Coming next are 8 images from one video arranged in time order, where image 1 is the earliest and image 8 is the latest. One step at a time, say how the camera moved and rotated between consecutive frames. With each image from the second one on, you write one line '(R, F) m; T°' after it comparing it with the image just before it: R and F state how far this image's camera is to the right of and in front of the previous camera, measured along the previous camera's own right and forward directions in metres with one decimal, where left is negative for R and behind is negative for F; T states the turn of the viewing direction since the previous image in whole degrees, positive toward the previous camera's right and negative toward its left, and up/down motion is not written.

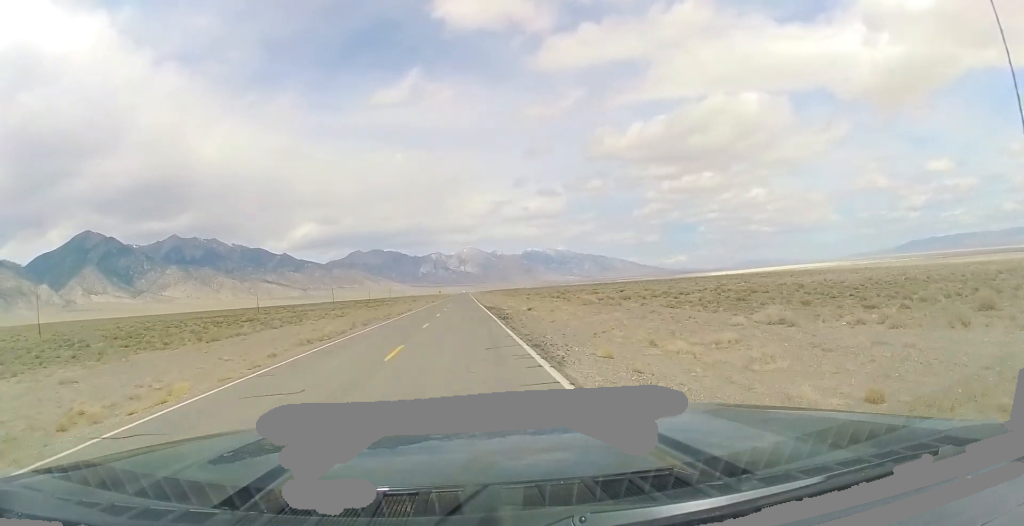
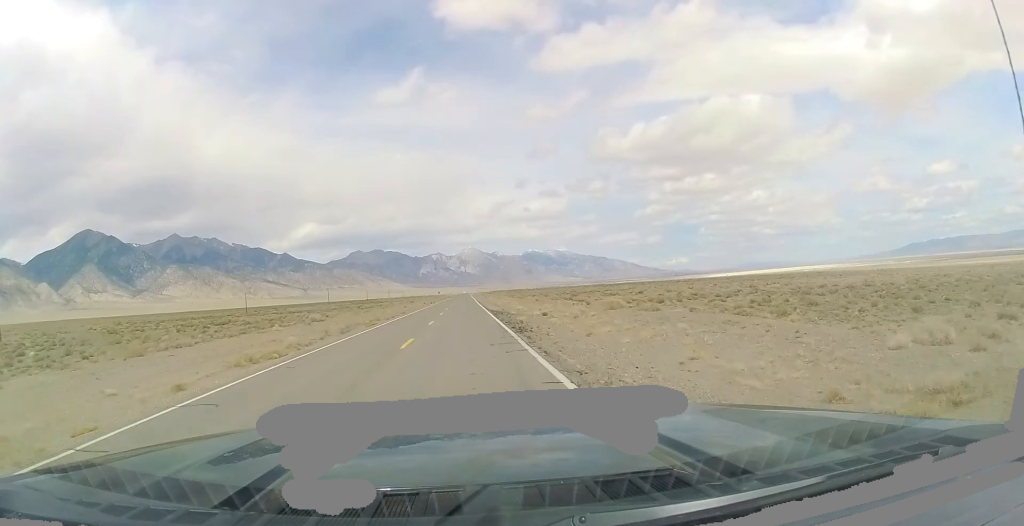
(0.0, +9.1) m; 0°
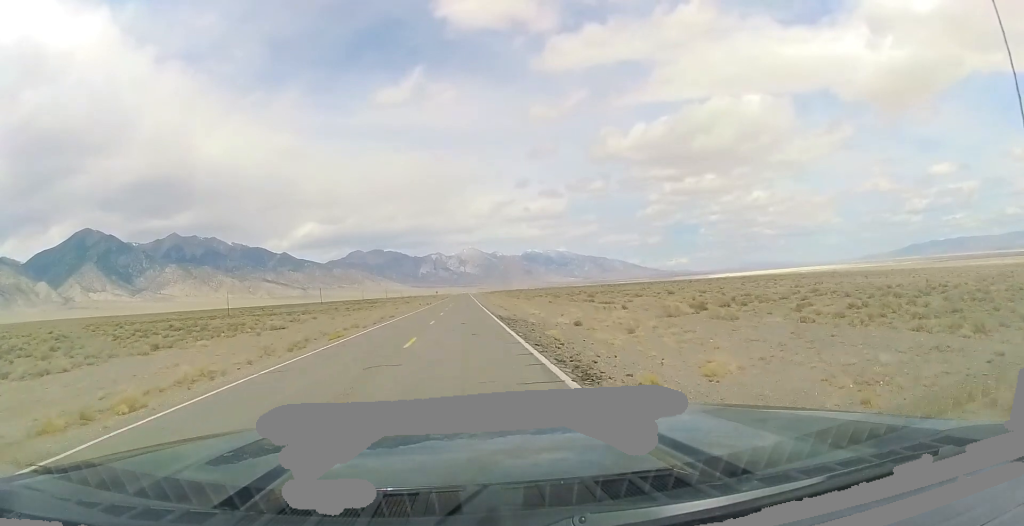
(-0.1, +11.8) m; 0°
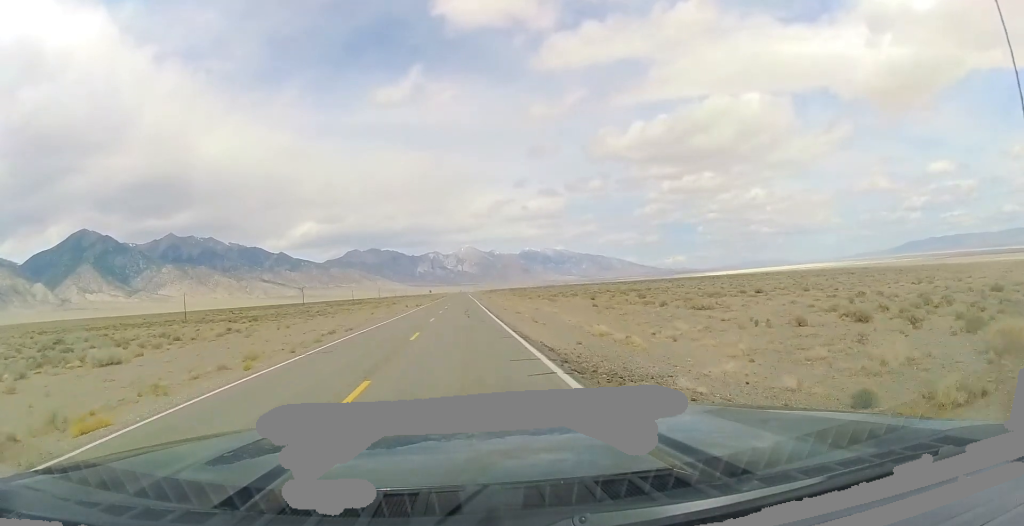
(-0.1, +22.1) m; 0°
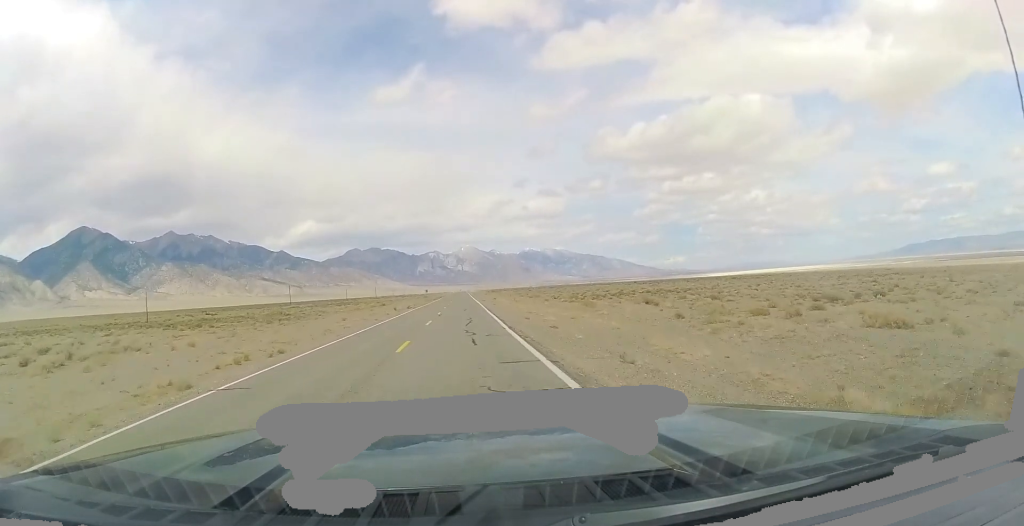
(+0.1, +16.2) m; +1°
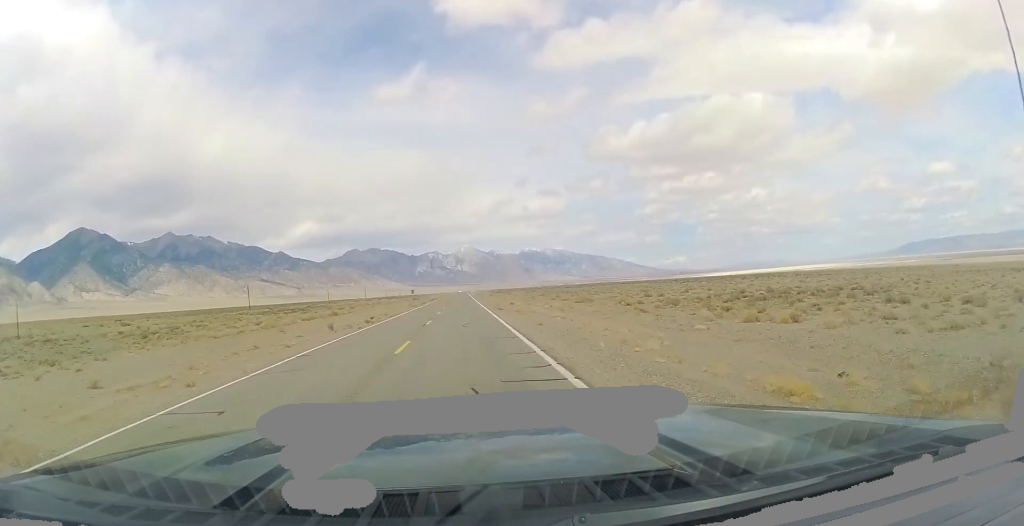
(+0.2, +37.4) m; 0°
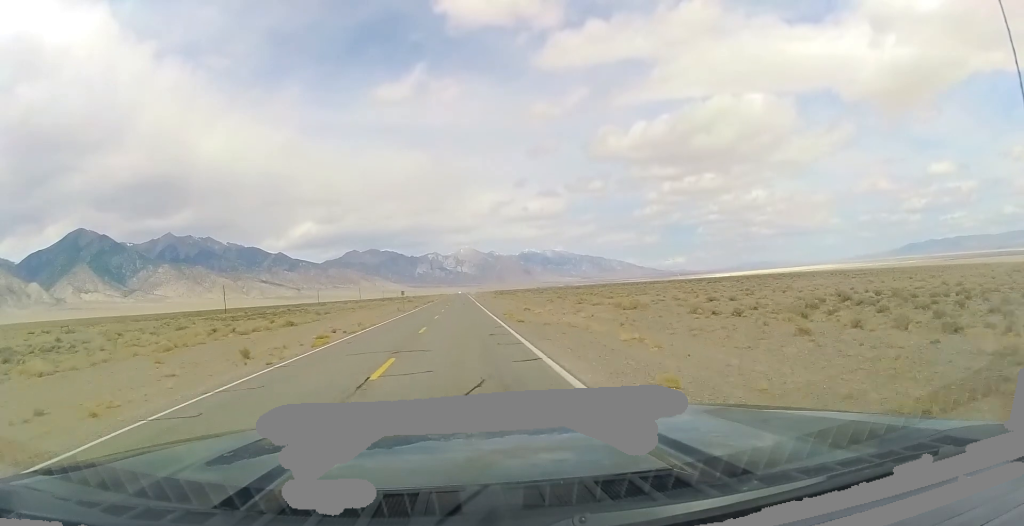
(-0.1, +16.3) m; 0°
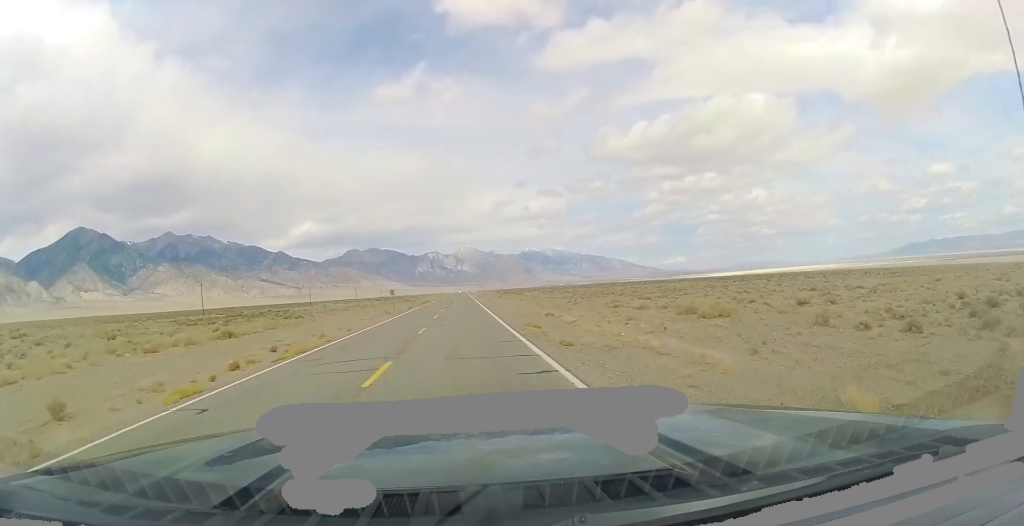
(0.0, +13.0) m; 0°
